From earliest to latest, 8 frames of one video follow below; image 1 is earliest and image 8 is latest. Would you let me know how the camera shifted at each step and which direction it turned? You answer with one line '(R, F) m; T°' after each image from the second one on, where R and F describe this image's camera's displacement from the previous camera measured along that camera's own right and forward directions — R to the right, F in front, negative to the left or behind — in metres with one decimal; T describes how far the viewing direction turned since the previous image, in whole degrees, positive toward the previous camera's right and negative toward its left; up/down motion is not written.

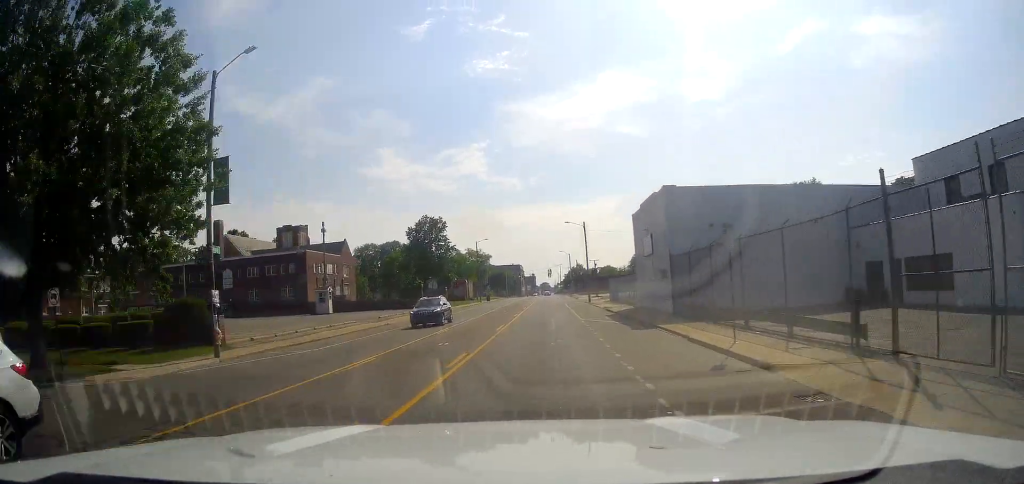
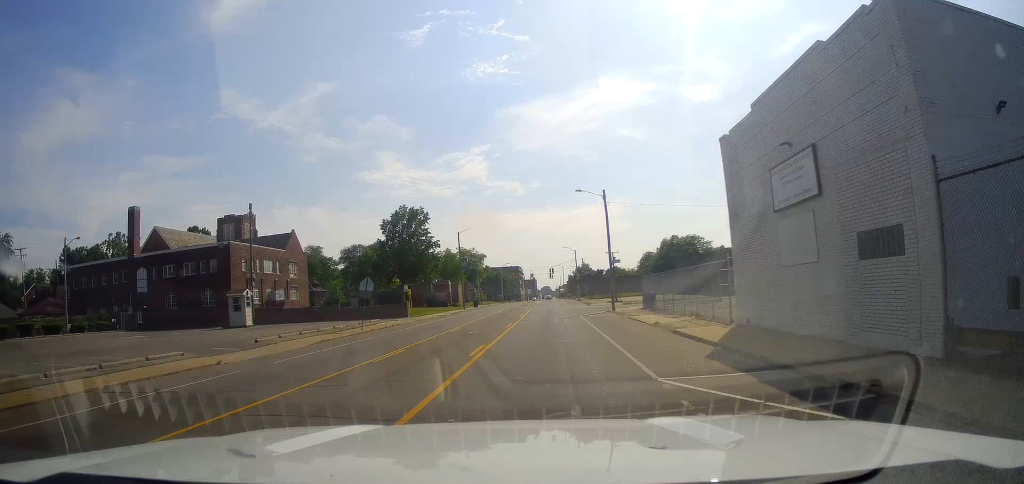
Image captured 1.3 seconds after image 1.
(-0.5, +22.4) m; -1°
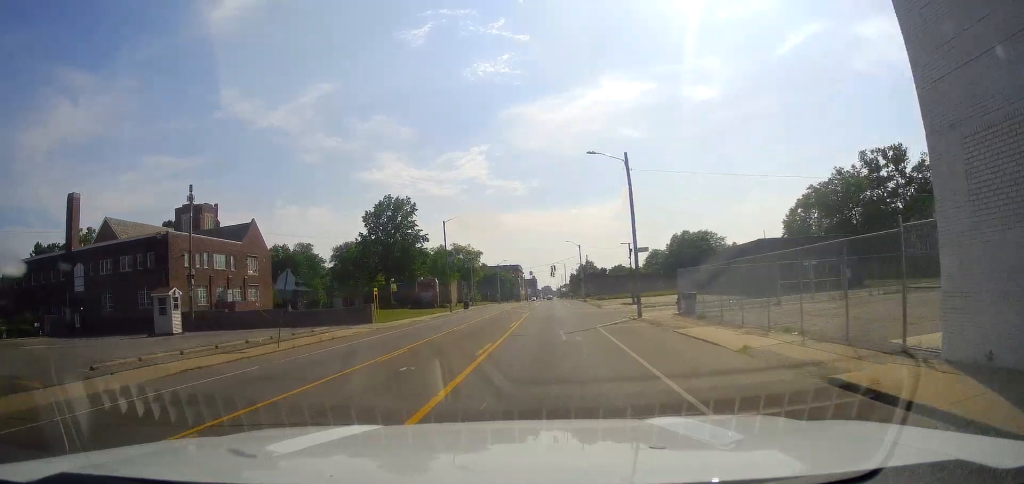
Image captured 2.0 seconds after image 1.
(+0.1, +12.1) m; +1°
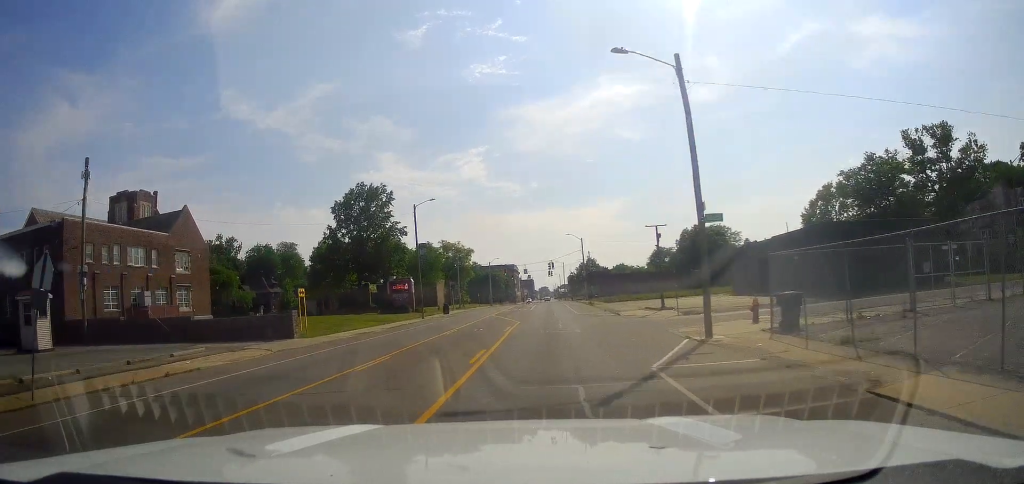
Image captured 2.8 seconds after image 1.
(+0.2, +14.3) m; +1°
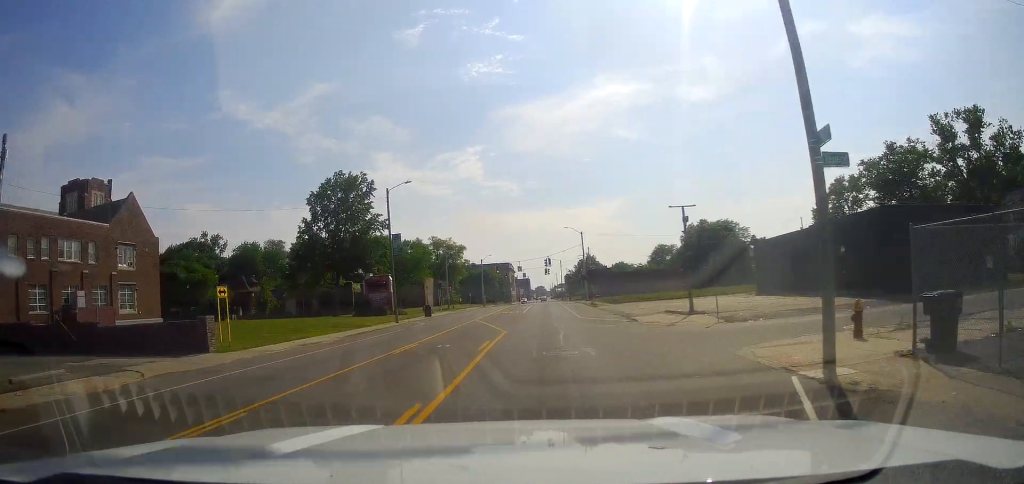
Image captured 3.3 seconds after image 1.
(+0.1, +8.5) m; 0°
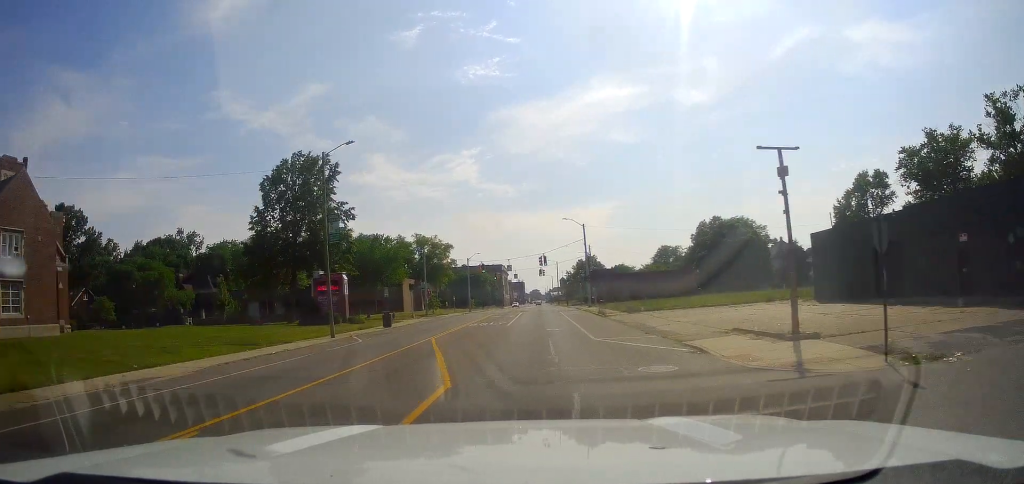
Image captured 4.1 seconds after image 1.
(0.0, +13.4) m; 0°
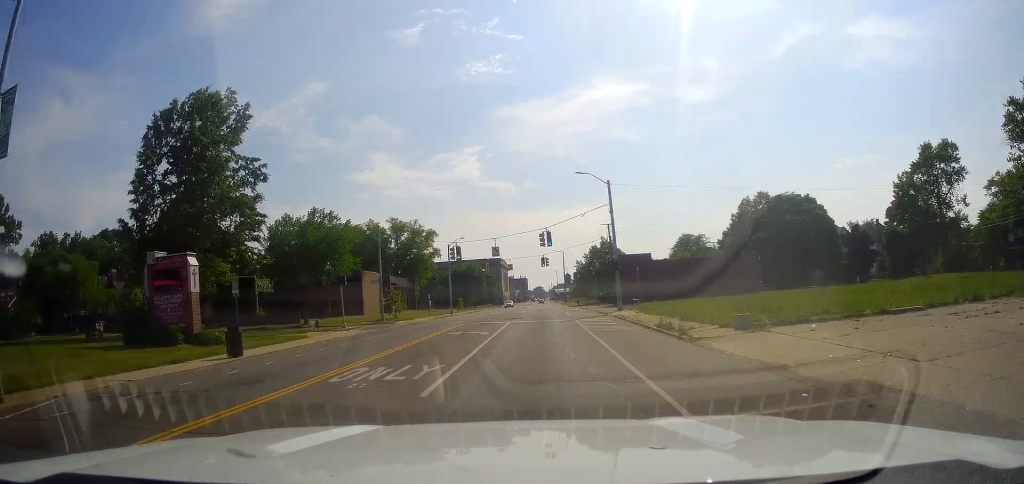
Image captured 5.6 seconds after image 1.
(0.0, +24.0) m; 0°
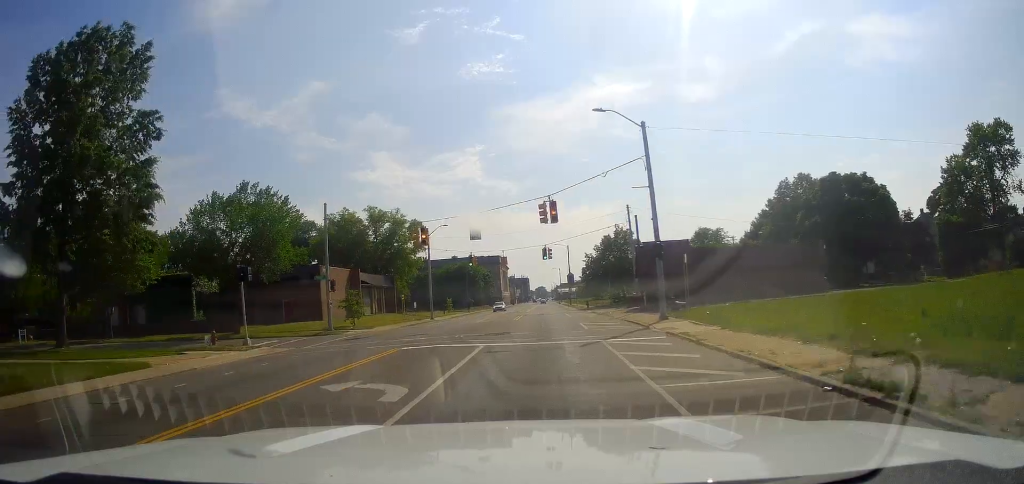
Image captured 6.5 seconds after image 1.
(0.0, +15.1) m; -1°
